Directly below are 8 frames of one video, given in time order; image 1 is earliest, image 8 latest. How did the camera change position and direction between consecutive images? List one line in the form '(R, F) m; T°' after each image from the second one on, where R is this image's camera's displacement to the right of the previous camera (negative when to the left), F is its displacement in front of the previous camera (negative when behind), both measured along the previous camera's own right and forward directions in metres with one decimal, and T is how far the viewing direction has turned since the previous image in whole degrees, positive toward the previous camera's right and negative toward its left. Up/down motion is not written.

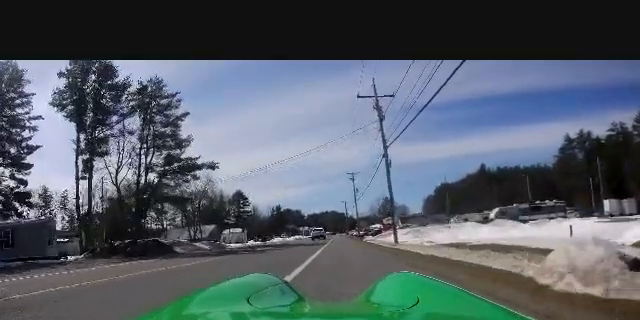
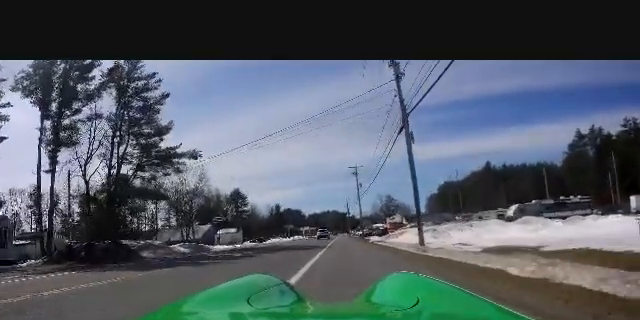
(-0.1, +6.3) m; -1°
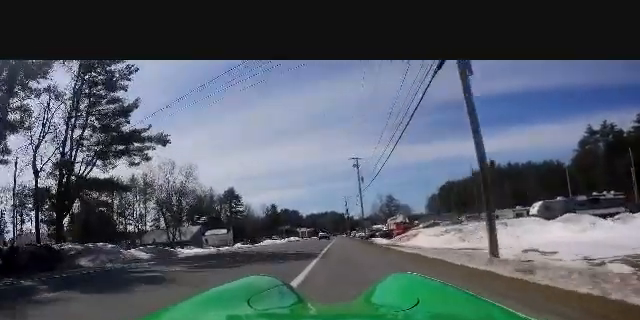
(0.0, +7.6) m; -2°
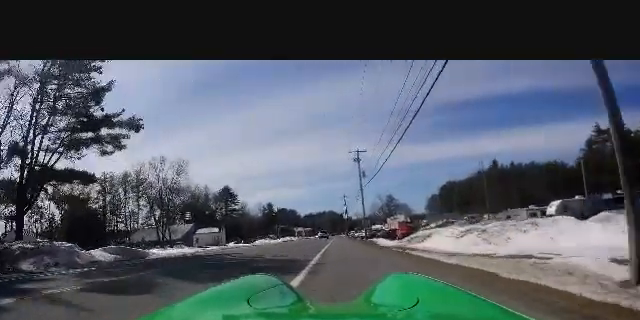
(-0.2, +4.7) m; +1°
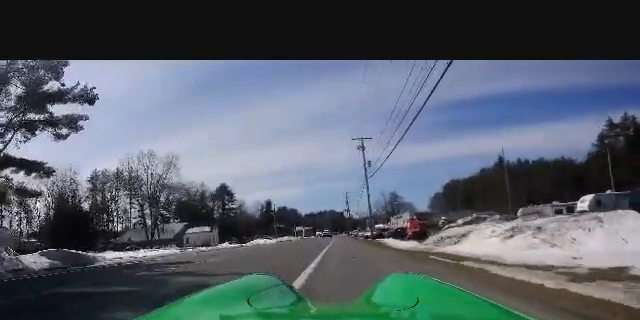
(-0.2, +6.3) m; +1°
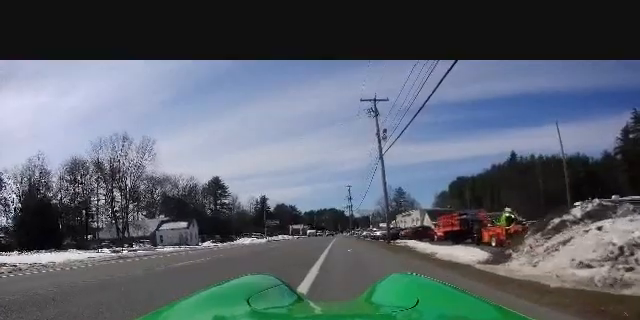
(+0.5, +12.3) m; +1°
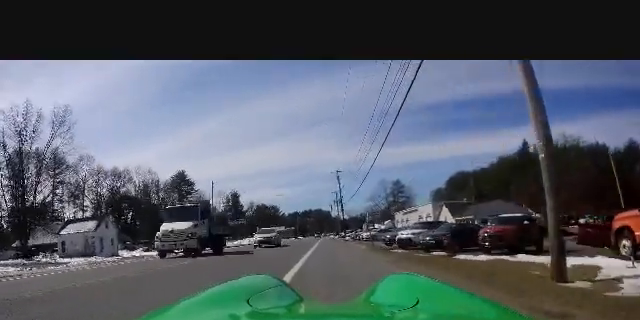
(+0.3, +23.8) m; +1°
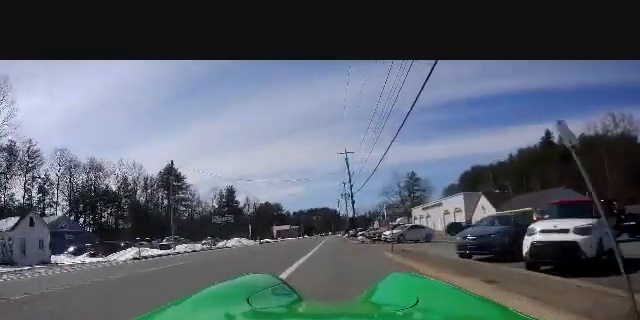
(-0.3, +14.2) m; -1°
